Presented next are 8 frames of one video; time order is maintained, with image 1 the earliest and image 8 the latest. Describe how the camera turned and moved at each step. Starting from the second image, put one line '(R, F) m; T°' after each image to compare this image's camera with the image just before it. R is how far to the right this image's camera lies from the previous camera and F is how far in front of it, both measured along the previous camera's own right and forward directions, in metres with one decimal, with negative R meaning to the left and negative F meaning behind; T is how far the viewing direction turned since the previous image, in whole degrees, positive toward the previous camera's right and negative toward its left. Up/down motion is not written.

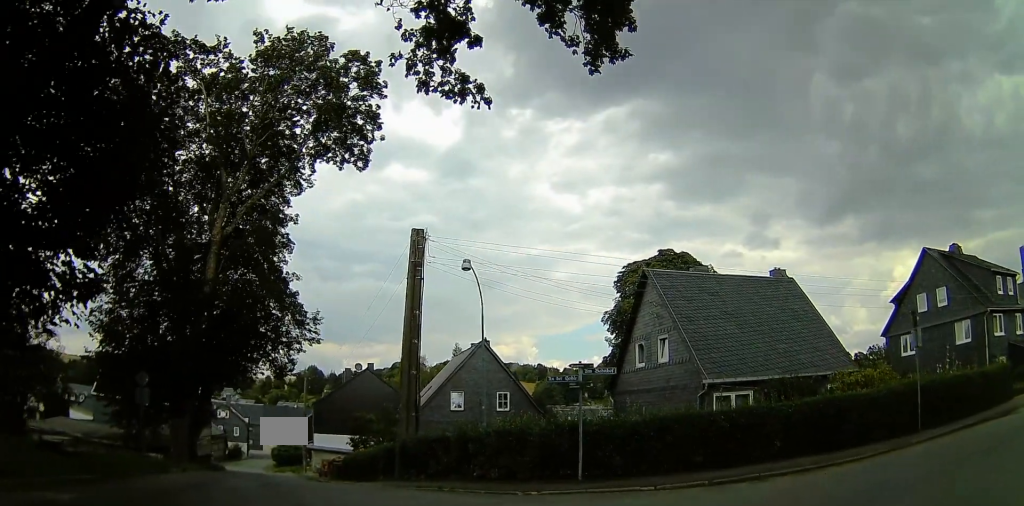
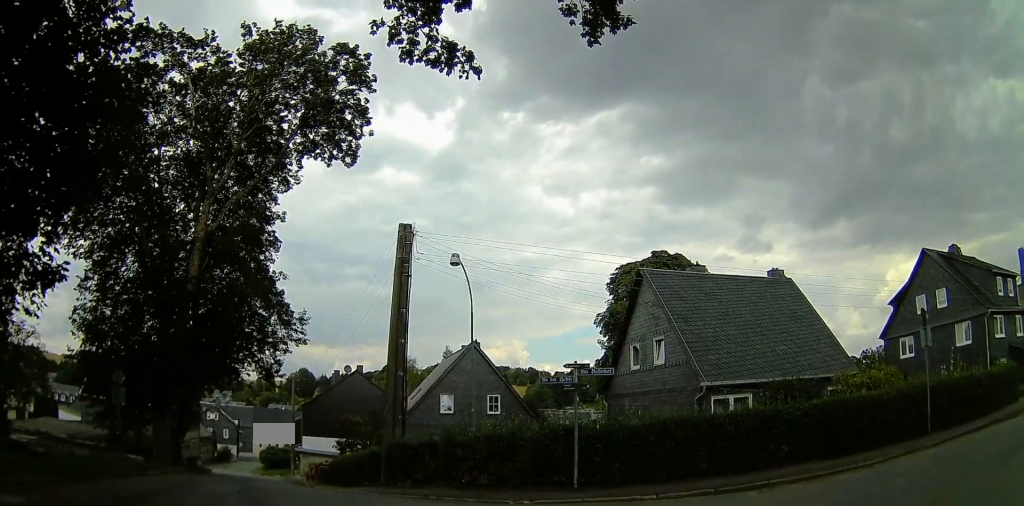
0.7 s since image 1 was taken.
(0.0, +0.8) m; 0°
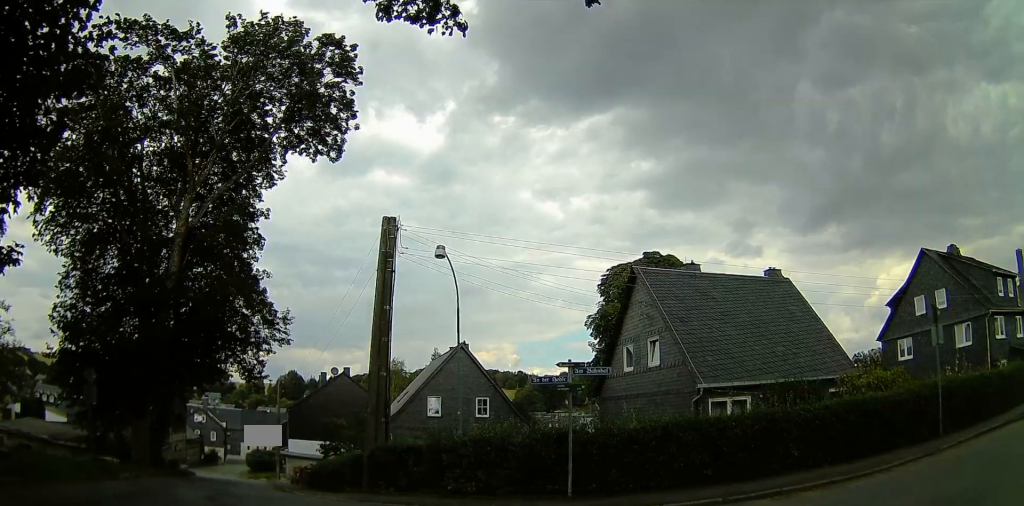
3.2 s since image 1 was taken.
(0.0, +3.2) m; 0°
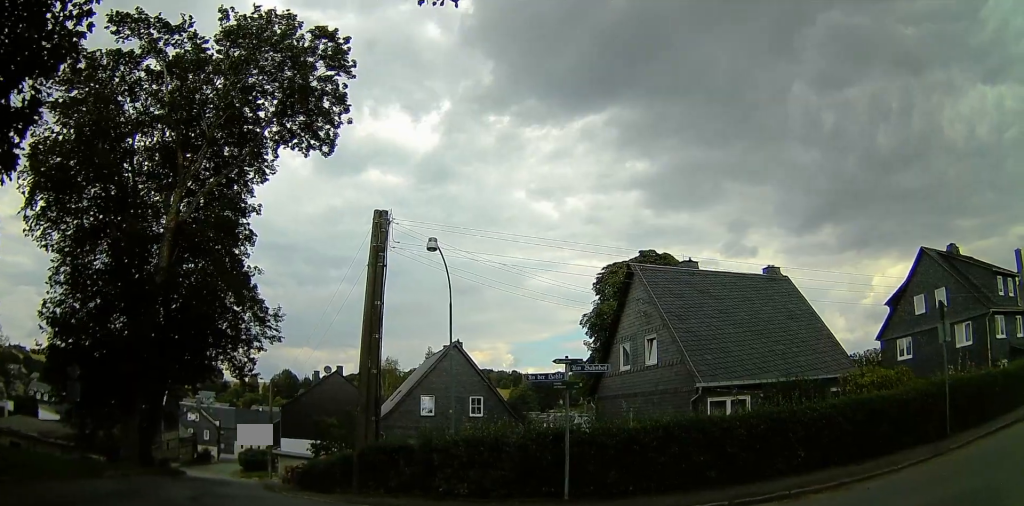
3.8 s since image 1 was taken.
(0.0, +1.2) m; 0°
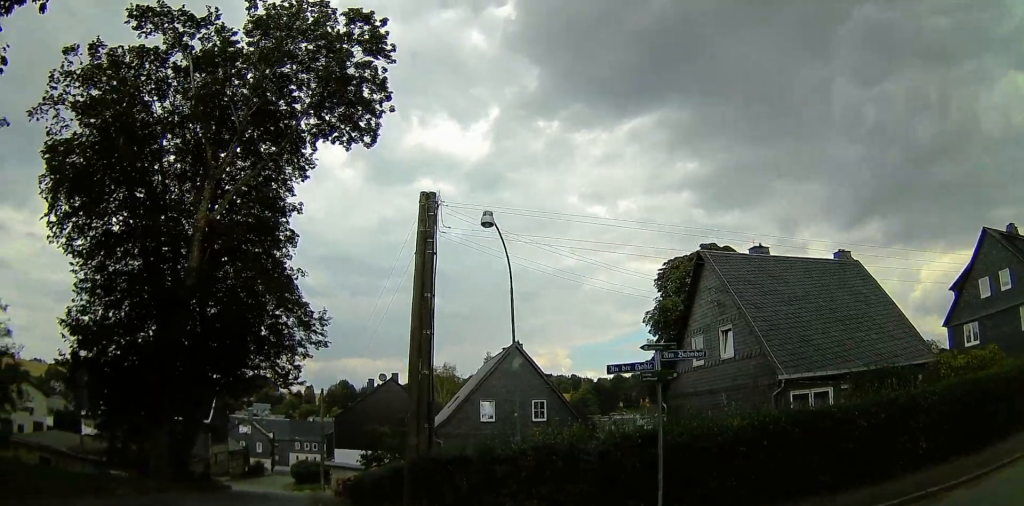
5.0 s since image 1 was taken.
(0.0, +3.3) m; -3°
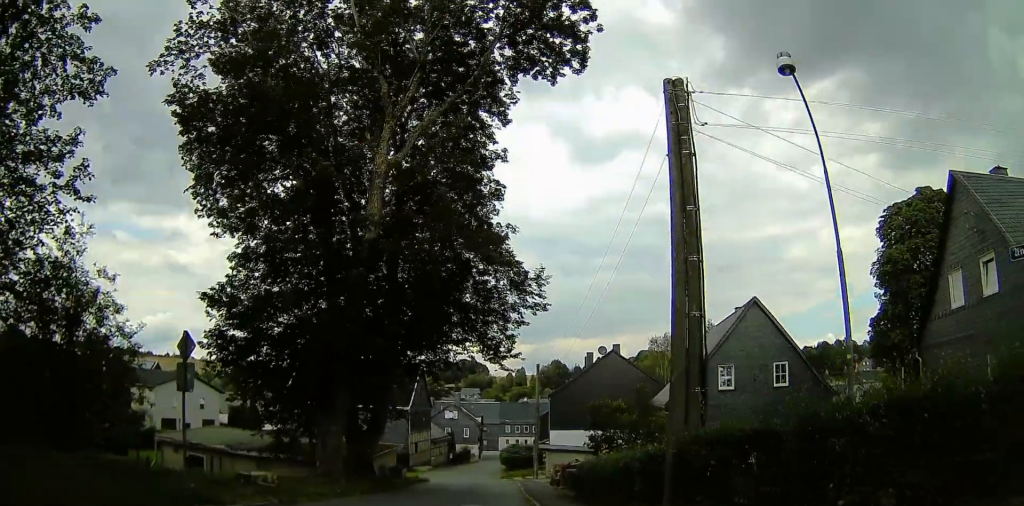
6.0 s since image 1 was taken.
(-0.1, +4.1) m; -7°
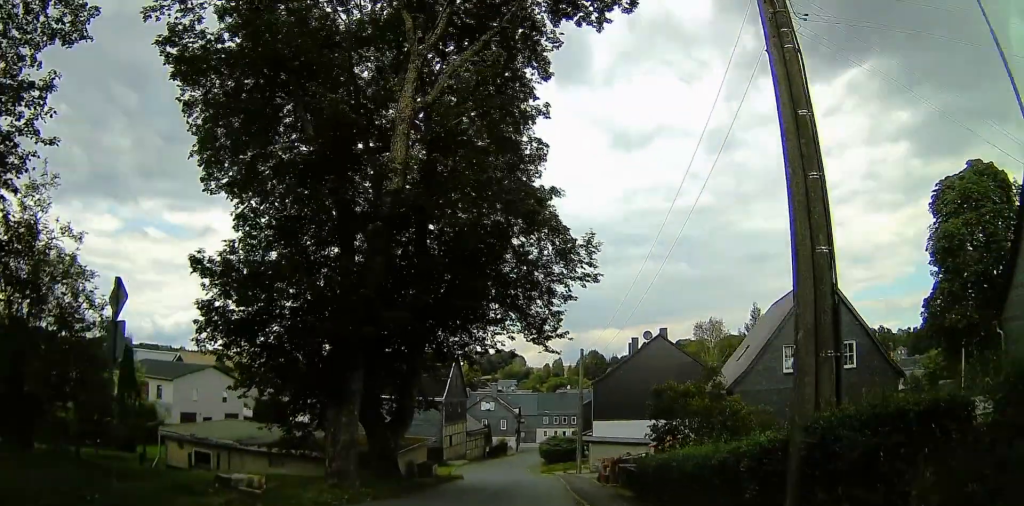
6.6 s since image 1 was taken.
(-0.2, +3.2) m; -2°
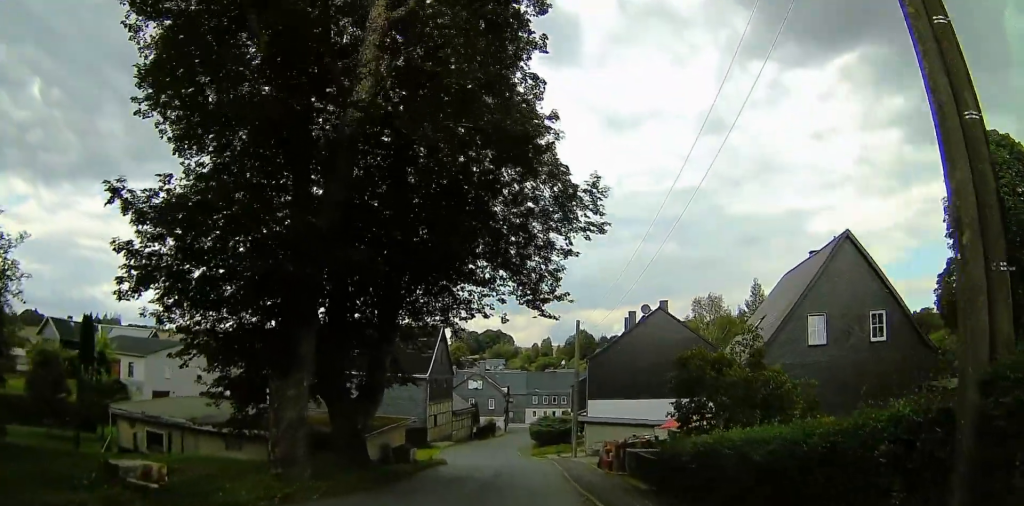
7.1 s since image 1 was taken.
(-0.1, +3.1) m; -2°
